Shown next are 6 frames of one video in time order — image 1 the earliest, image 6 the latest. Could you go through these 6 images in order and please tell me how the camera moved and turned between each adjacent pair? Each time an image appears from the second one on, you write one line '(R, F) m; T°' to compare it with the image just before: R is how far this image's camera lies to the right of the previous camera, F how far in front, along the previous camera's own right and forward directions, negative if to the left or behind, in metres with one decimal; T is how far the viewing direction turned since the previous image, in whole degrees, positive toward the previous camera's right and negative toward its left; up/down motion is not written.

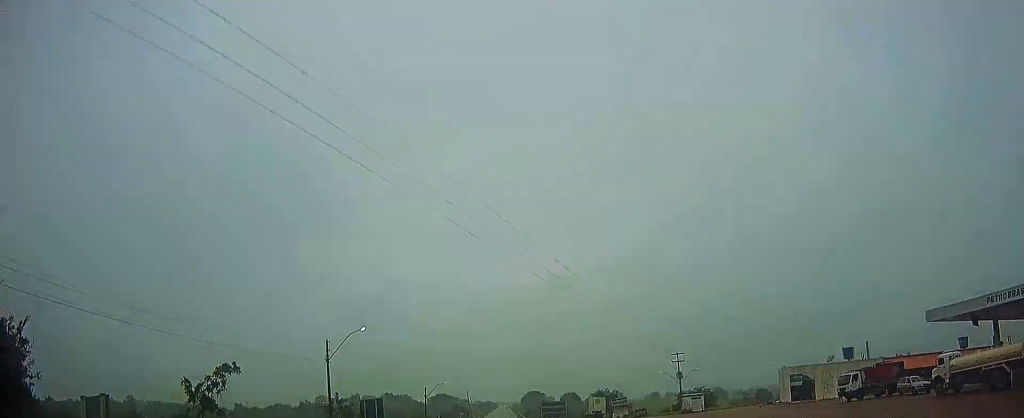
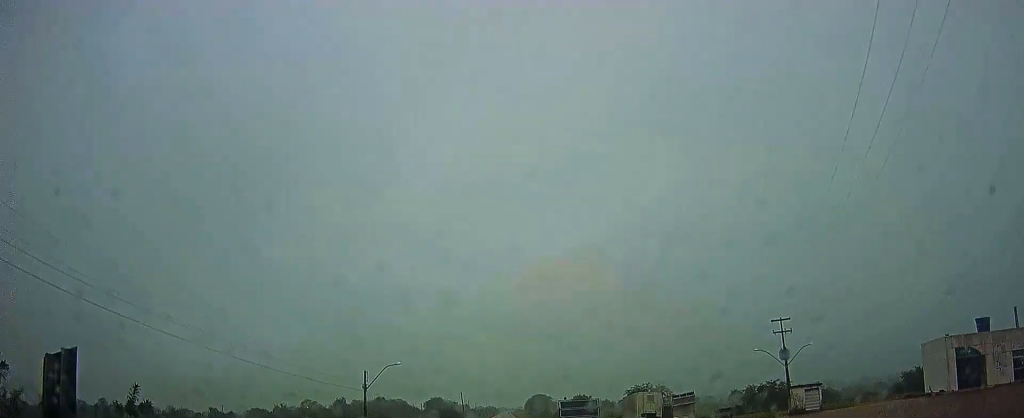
(-0.3, +31.8) m; -1°
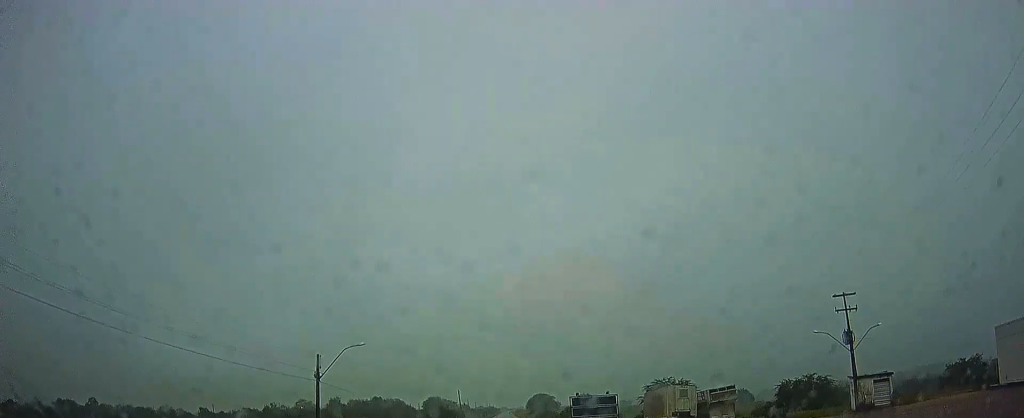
(-0.2, +10.9) m; 0°
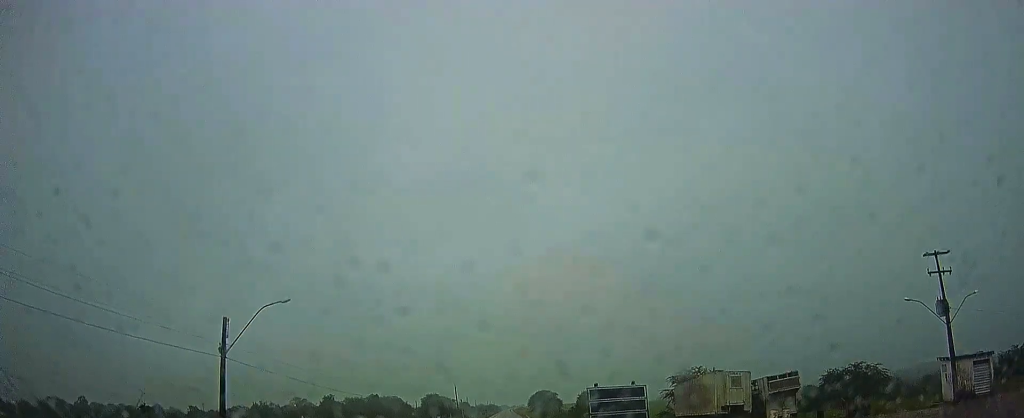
(-0.2, +11.1) m; 0°
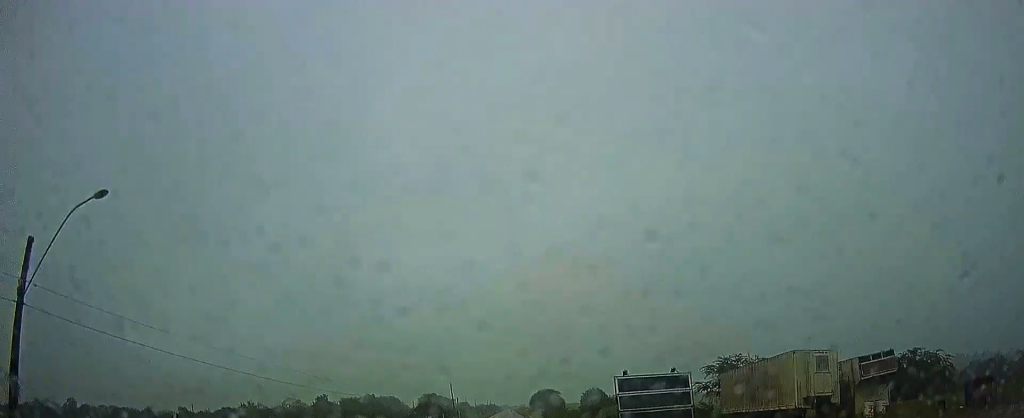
(+0.3, +10.9) m; 0°
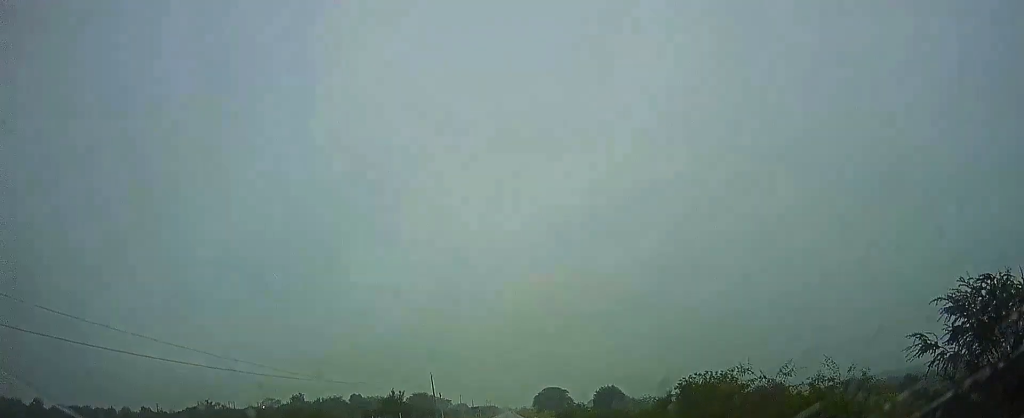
(-0.2, +30.4) m; 0°
